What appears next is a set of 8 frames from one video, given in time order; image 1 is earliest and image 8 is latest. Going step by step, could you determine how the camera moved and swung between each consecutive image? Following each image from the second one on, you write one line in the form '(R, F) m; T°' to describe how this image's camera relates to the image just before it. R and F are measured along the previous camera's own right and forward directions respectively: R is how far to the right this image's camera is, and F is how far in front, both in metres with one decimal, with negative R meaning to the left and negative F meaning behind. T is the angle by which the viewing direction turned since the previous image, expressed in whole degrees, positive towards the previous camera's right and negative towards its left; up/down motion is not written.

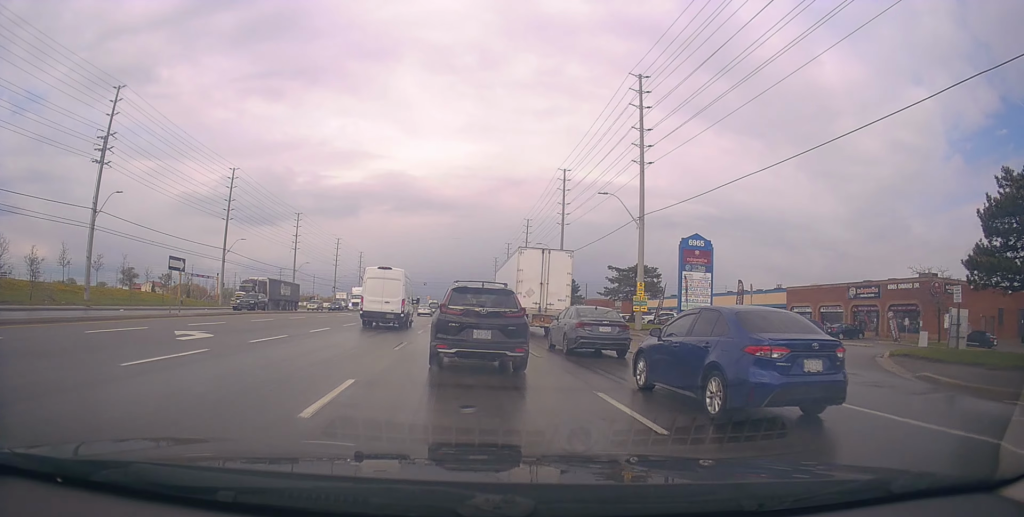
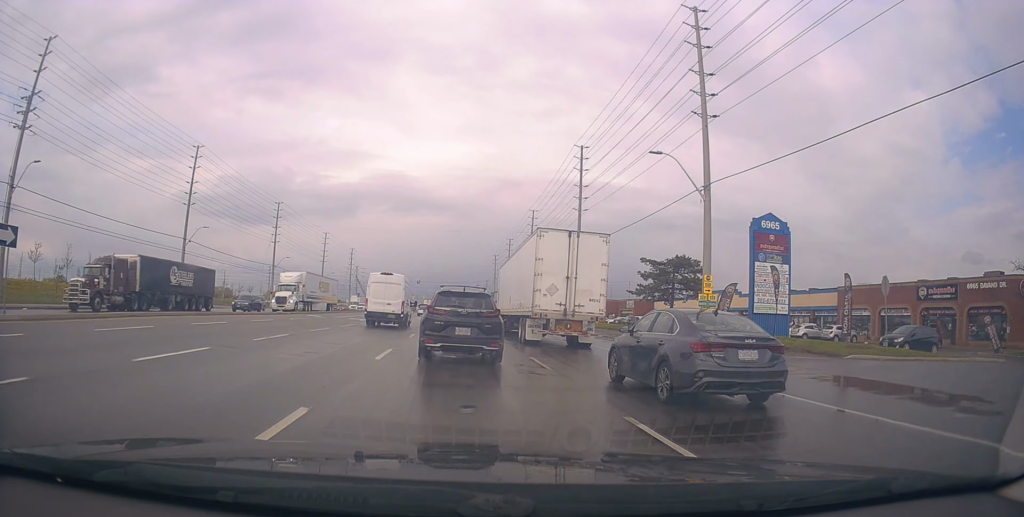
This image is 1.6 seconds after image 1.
(+0.7, +11.2) m; +1°
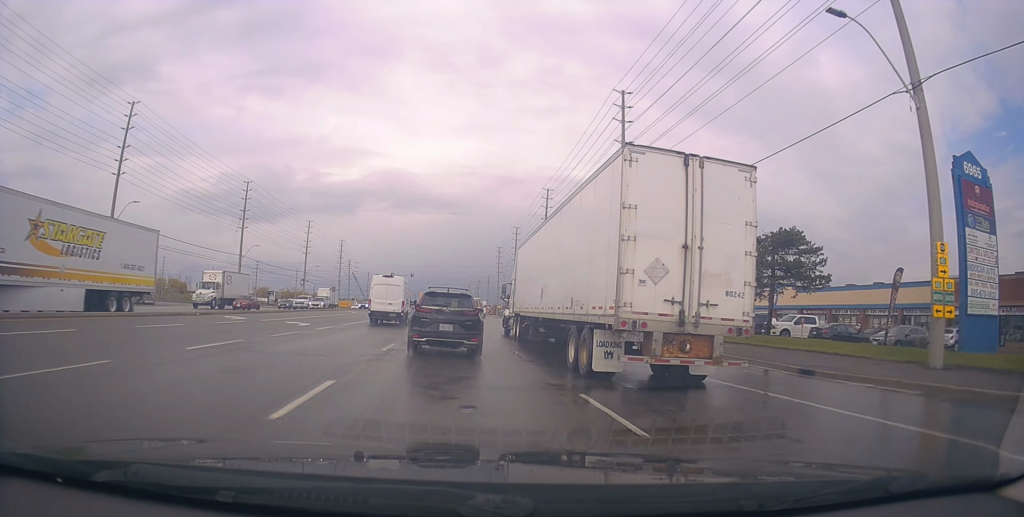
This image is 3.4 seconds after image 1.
(-1.1, +15.6) m; -3°
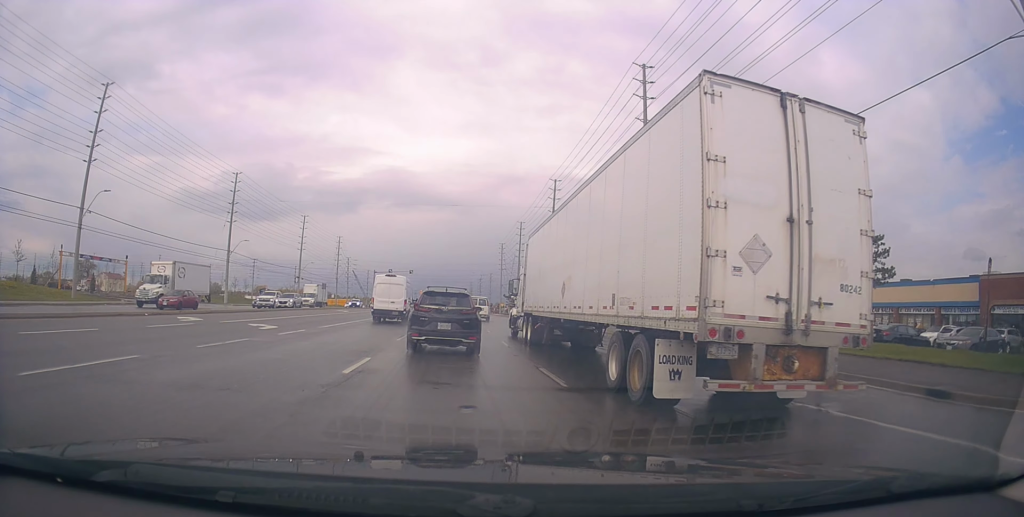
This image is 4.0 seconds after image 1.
(0.0, +5.0) m; +1°
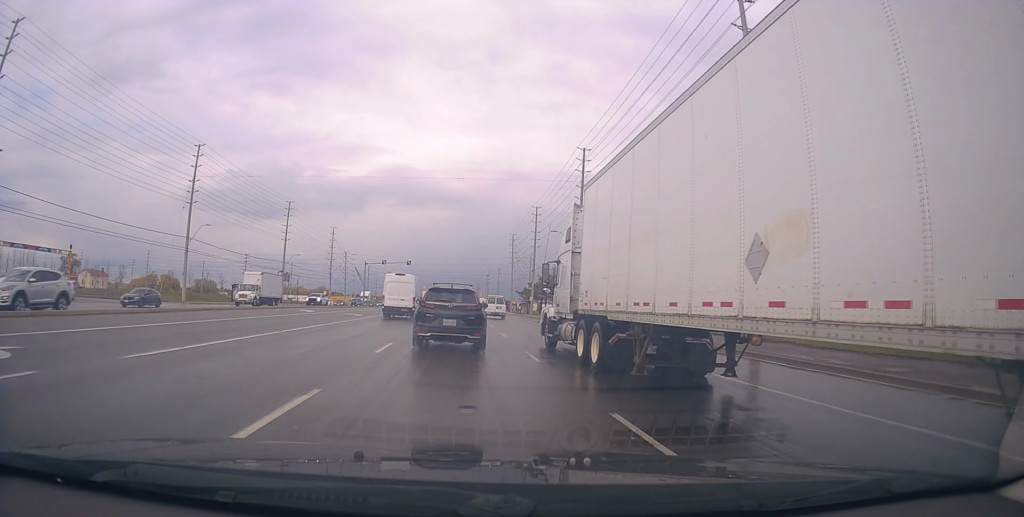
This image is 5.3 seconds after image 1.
(-0.1, +14.6) m; -3°
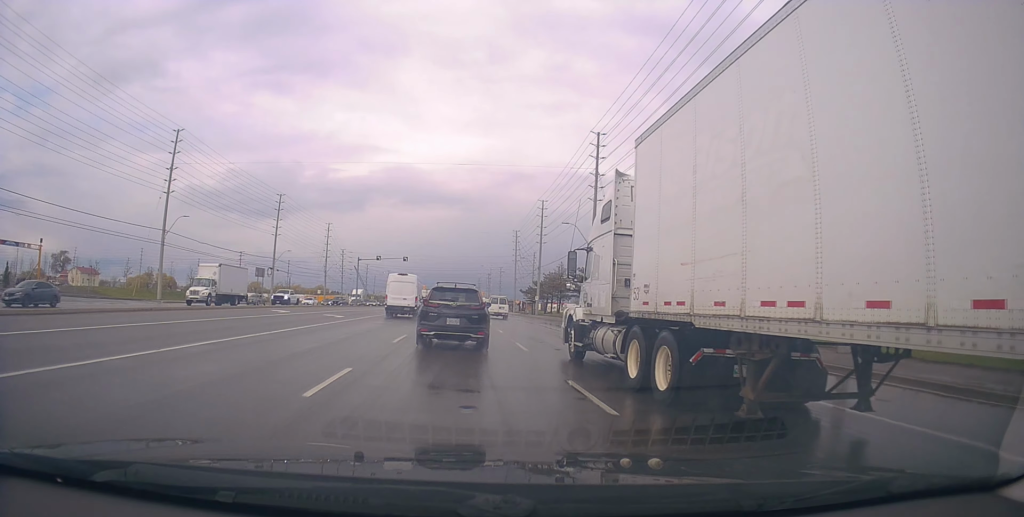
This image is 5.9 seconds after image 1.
(-0.3, +6.3) m; -1°
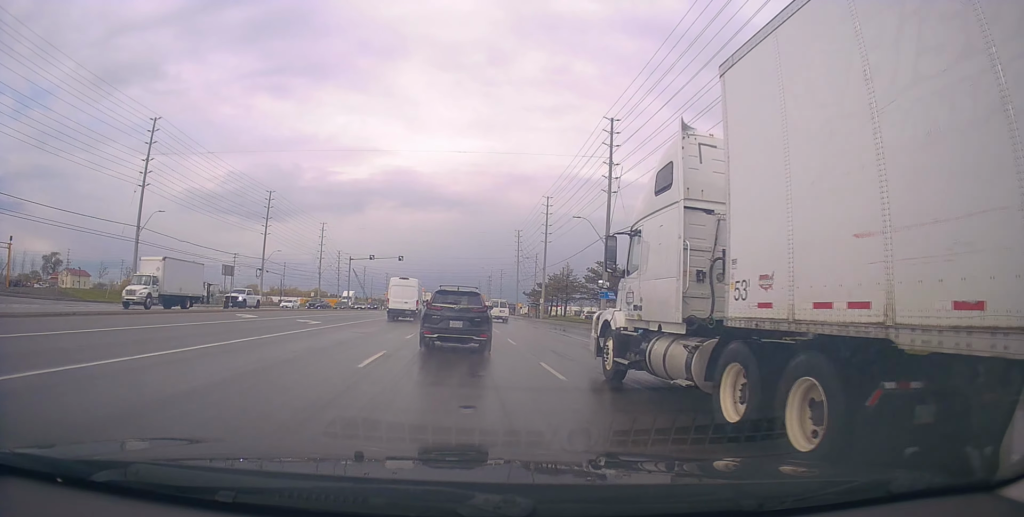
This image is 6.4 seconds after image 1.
(+0.3, +5.4) m; +2°
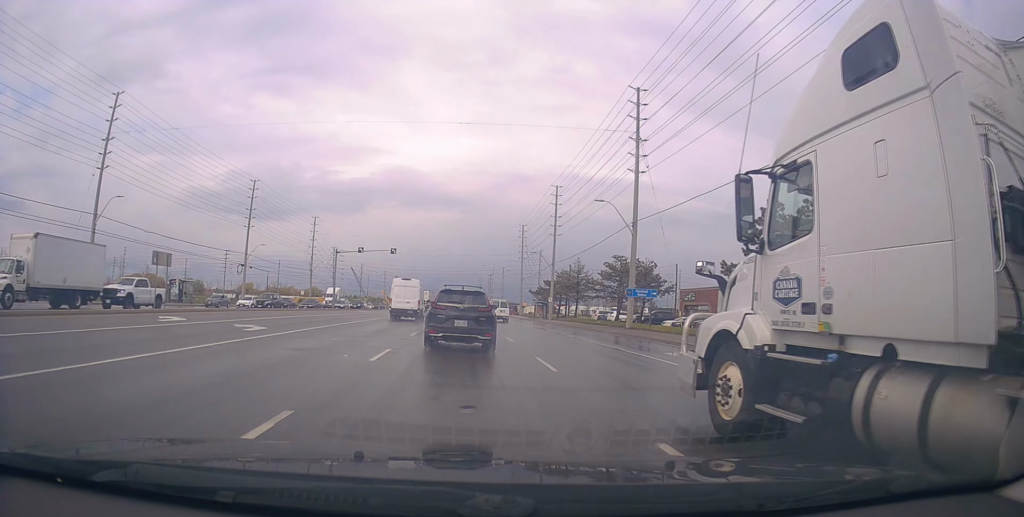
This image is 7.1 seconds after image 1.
(+0.2, +8.0) m; +1°
